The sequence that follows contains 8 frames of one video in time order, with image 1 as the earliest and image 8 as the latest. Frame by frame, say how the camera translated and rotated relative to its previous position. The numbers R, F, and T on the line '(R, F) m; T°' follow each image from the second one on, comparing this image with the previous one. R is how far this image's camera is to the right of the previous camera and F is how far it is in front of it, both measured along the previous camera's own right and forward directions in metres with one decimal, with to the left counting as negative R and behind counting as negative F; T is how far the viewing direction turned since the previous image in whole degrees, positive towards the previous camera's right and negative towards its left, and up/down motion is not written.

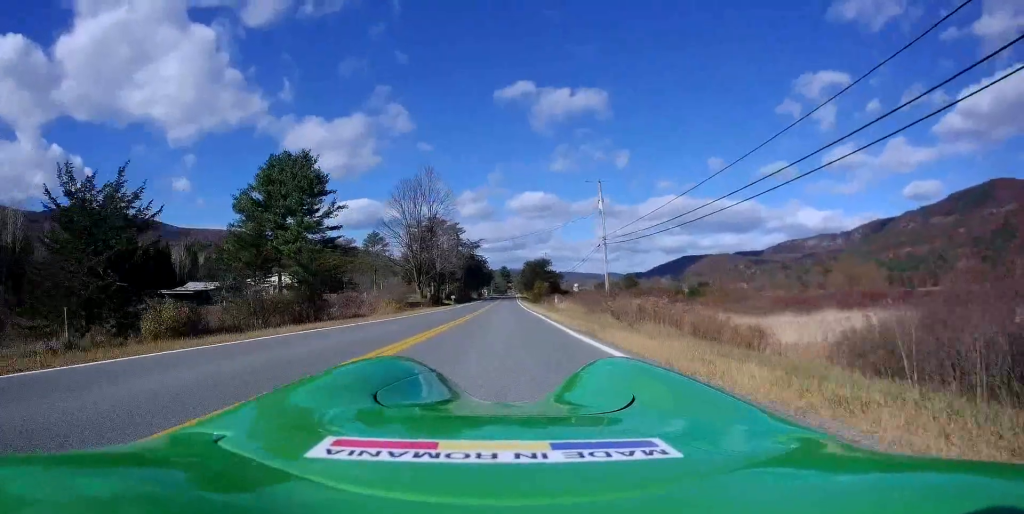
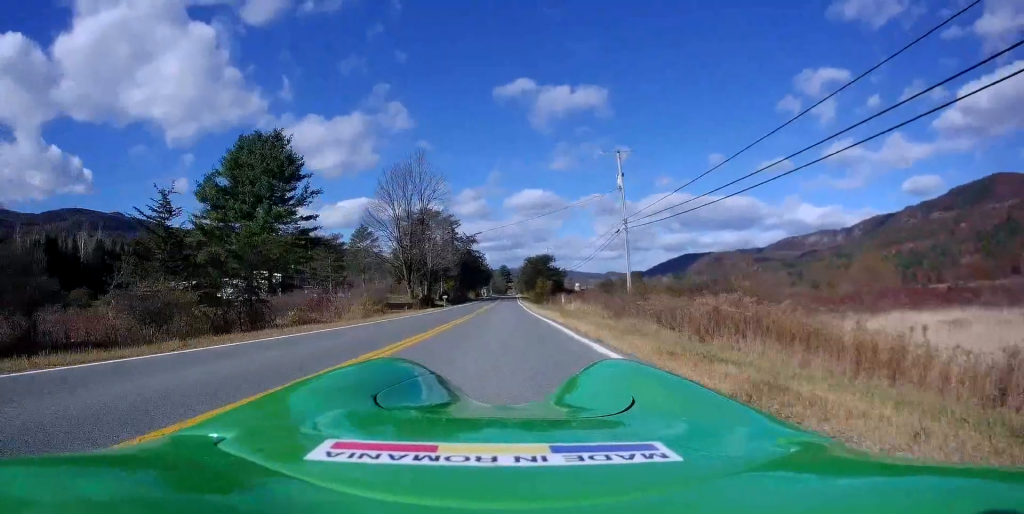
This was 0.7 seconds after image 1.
(+0.1, +9.3) m; 0°
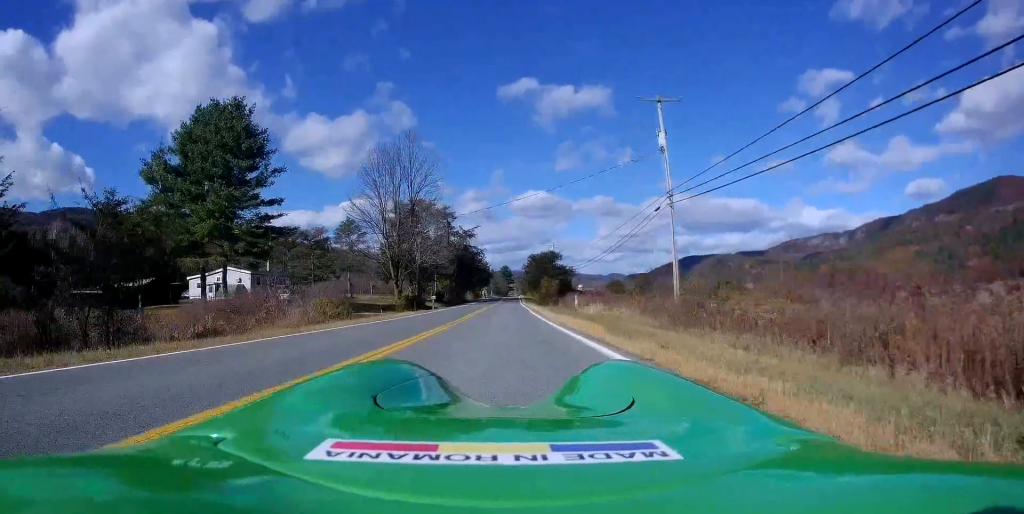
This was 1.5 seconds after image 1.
(-0.3, +11.0) m; 0°
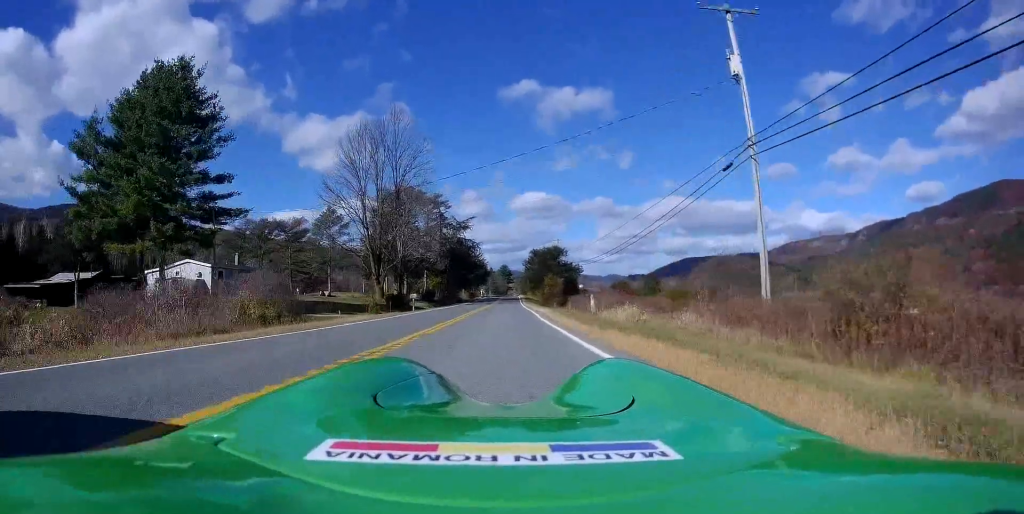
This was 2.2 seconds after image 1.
(+0.2, +10.4) m; +1°
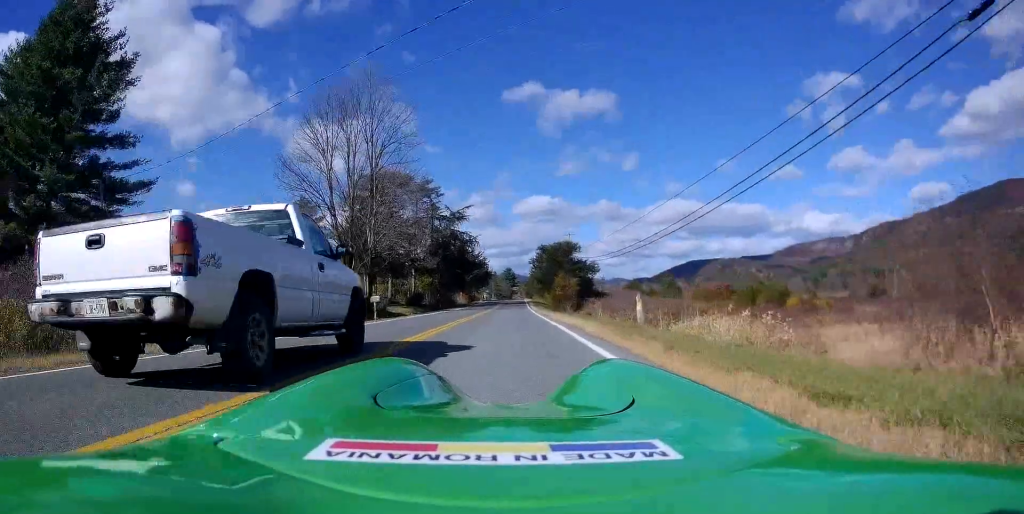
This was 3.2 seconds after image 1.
(0.0, +13.8) m; 0°
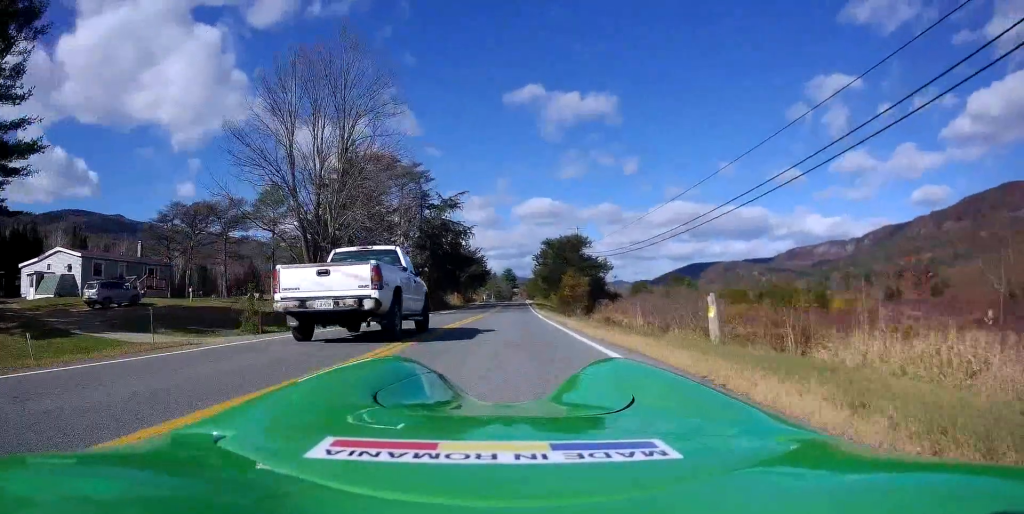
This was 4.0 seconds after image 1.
(-0.1, +10.4) m; 0°
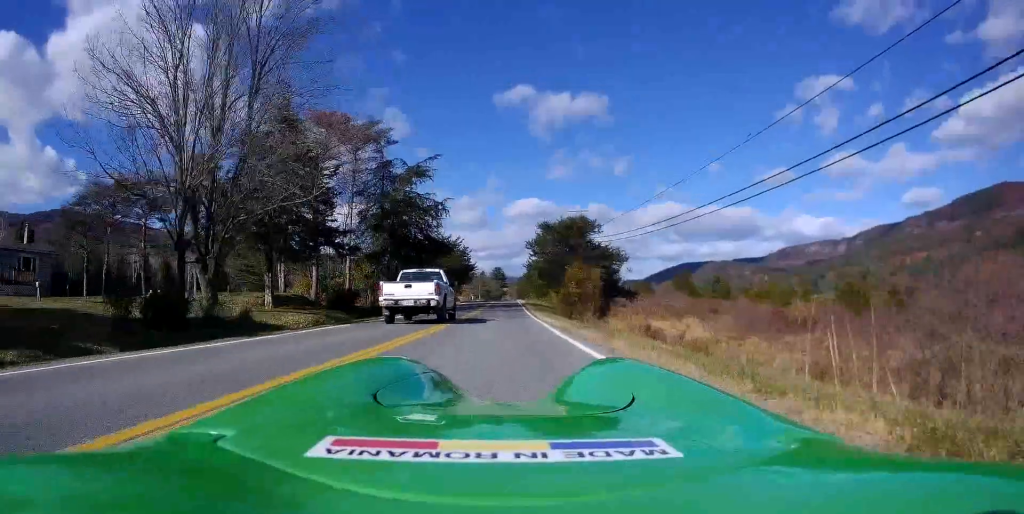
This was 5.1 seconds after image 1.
(0.0, +15.4) m; +1°
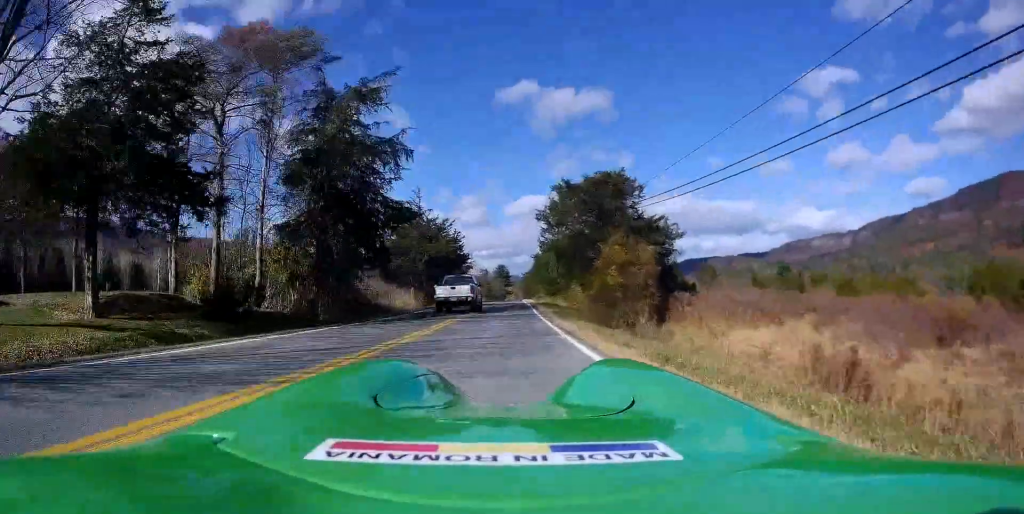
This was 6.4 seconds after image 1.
(+0.4, +17.5) m; +1°
